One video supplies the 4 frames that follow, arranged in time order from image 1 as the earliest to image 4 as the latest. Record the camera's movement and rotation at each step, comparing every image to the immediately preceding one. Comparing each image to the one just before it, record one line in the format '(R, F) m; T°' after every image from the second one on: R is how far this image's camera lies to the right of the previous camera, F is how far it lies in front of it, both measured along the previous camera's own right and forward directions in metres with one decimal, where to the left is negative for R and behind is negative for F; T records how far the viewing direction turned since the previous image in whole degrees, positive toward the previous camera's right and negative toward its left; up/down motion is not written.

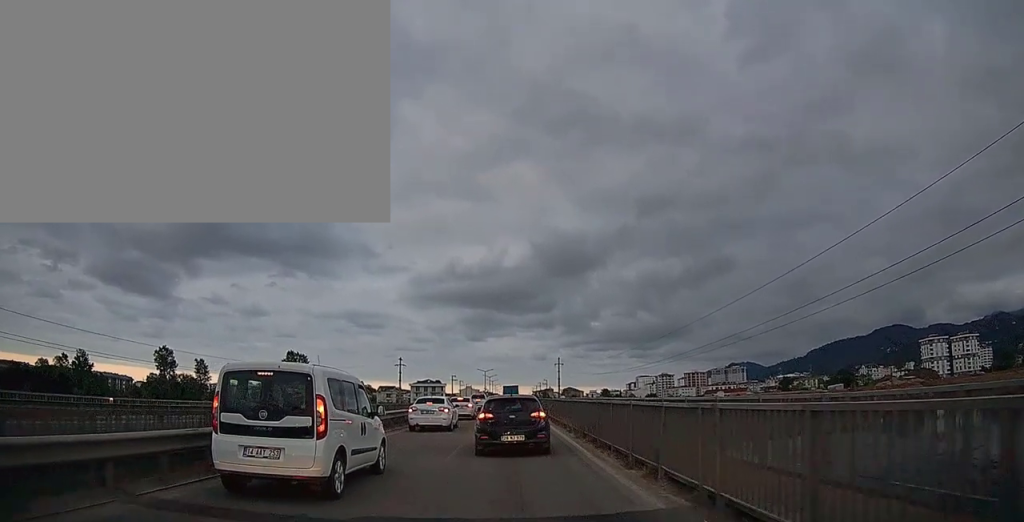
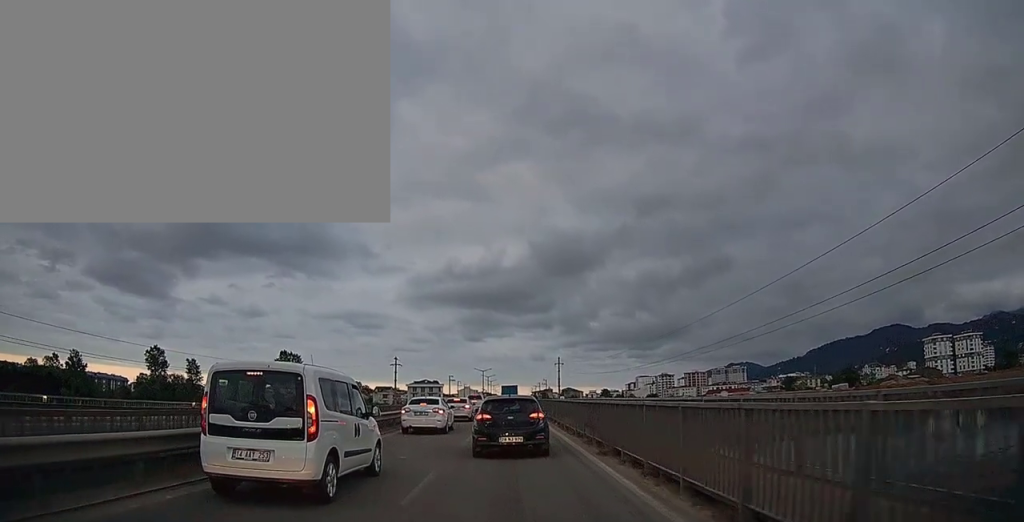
(+0.1, +5.4) m; 0°
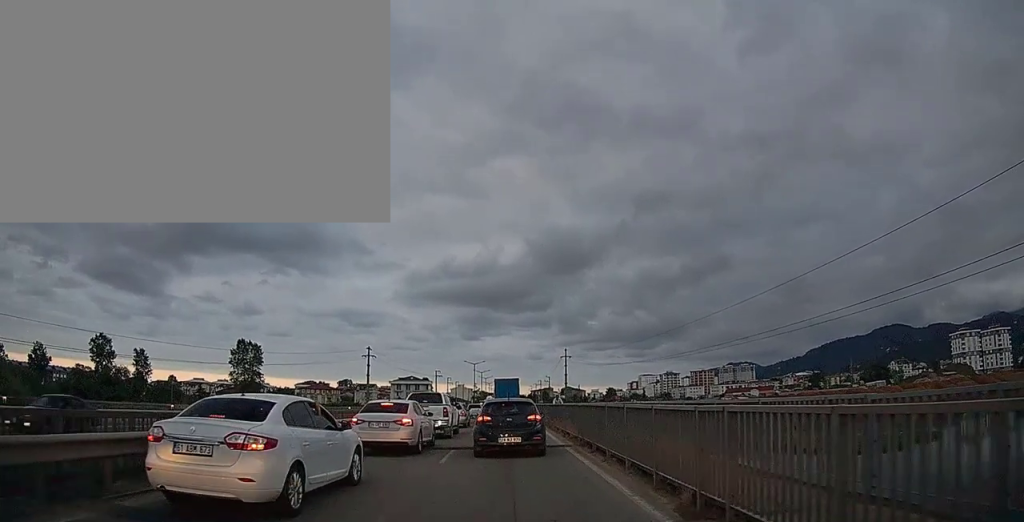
(+0.6, +31.4) m; +2°
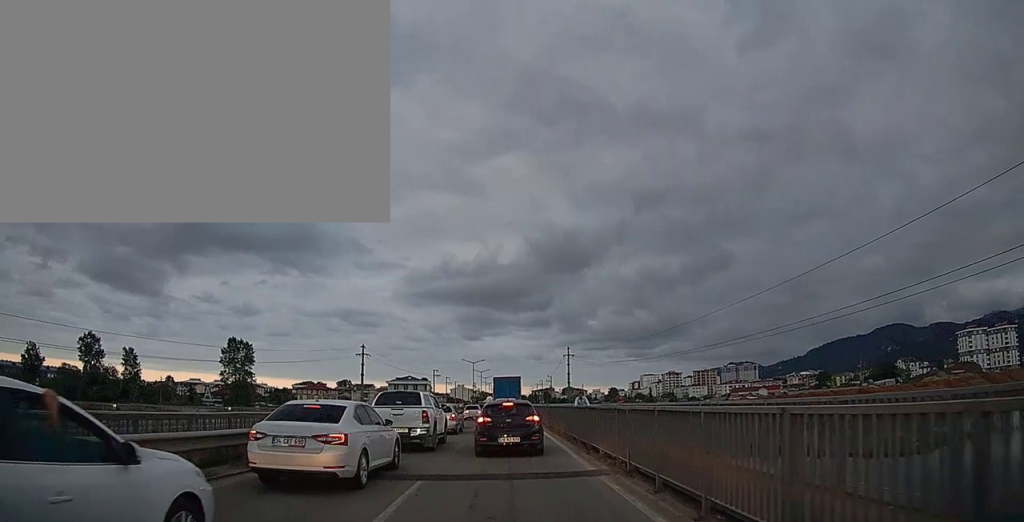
(+0.1, +6.1) m; 0°
